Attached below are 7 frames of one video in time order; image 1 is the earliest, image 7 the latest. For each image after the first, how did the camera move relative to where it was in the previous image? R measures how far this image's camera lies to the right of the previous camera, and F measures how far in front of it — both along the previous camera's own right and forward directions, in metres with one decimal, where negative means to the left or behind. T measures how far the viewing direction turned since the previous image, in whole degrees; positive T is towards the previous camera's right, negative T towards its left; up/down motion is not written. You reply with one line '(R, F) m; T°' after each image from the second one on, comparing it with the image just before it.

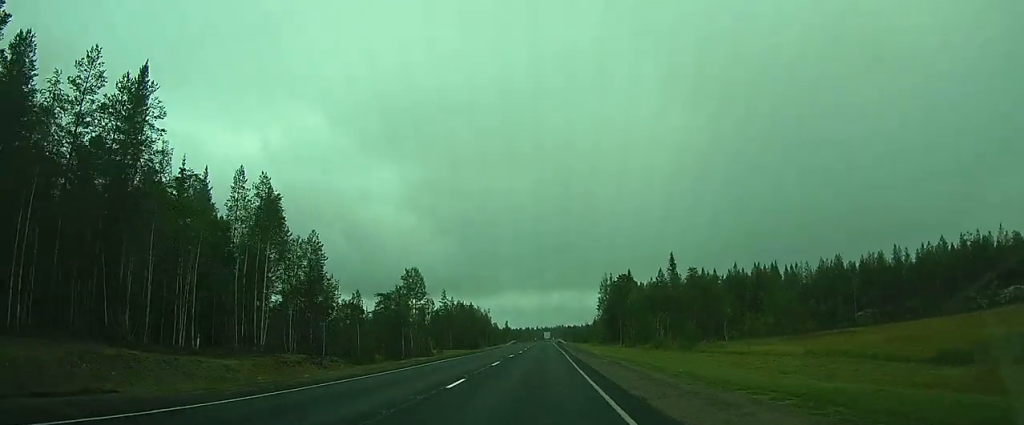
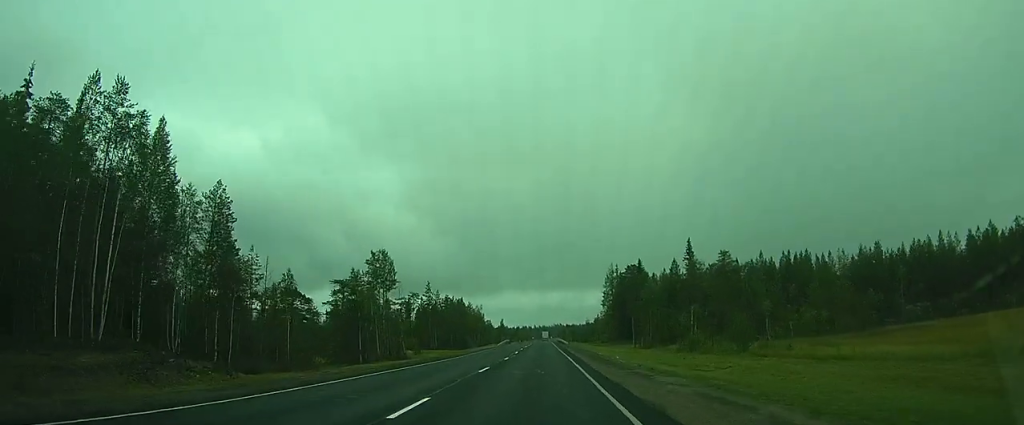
(0.0, +17.5) m; 0°
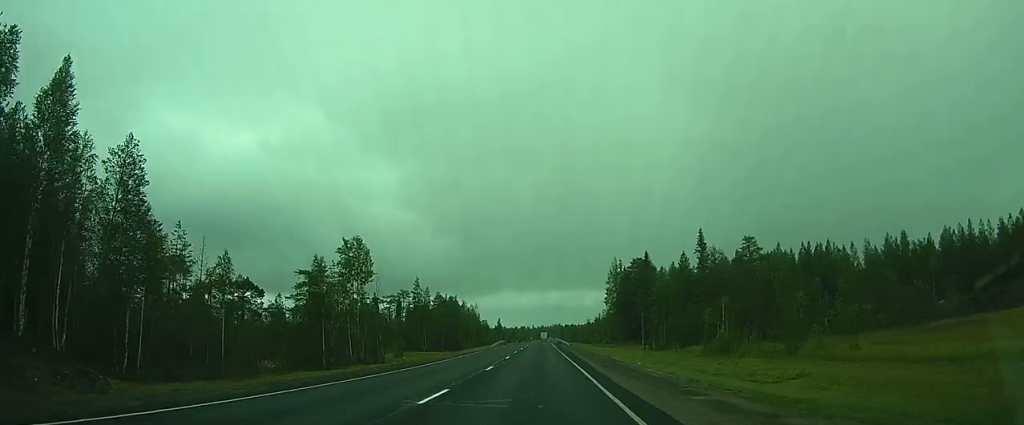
(0.0, +9.9) m; 0°
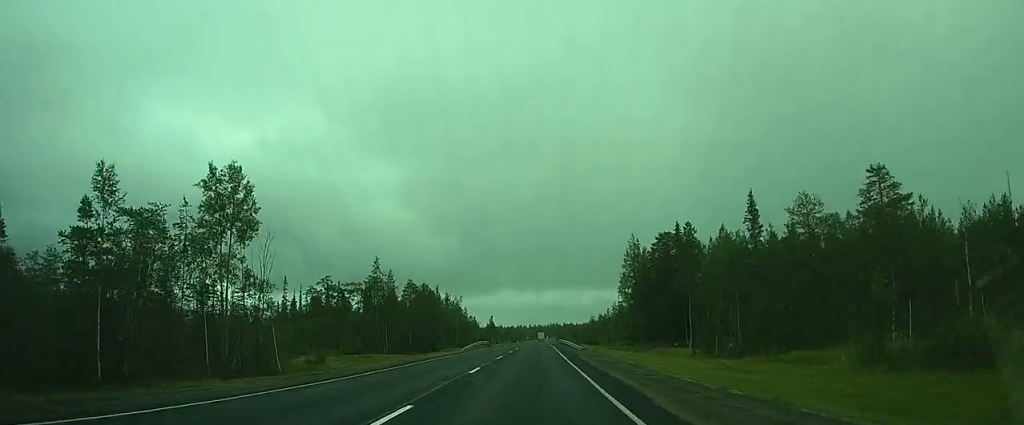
(+0.1, +27.4) m; +1°
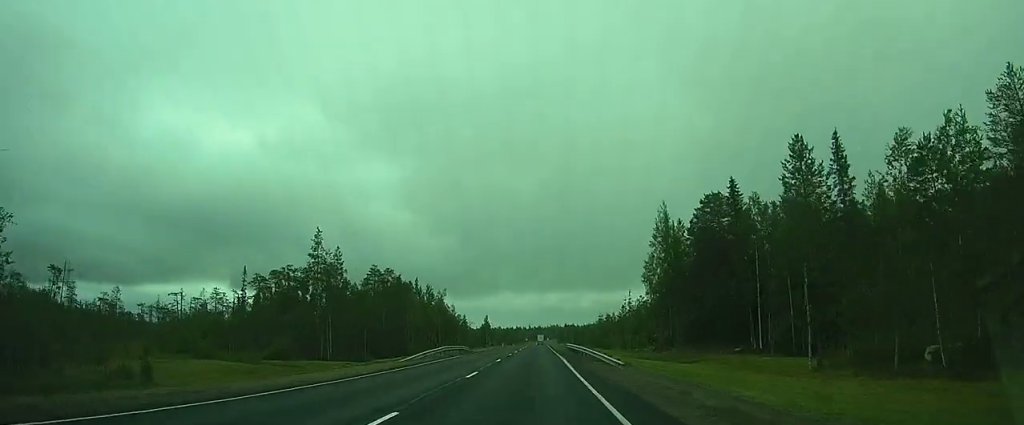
(+0.1, +24.5) m; +1°
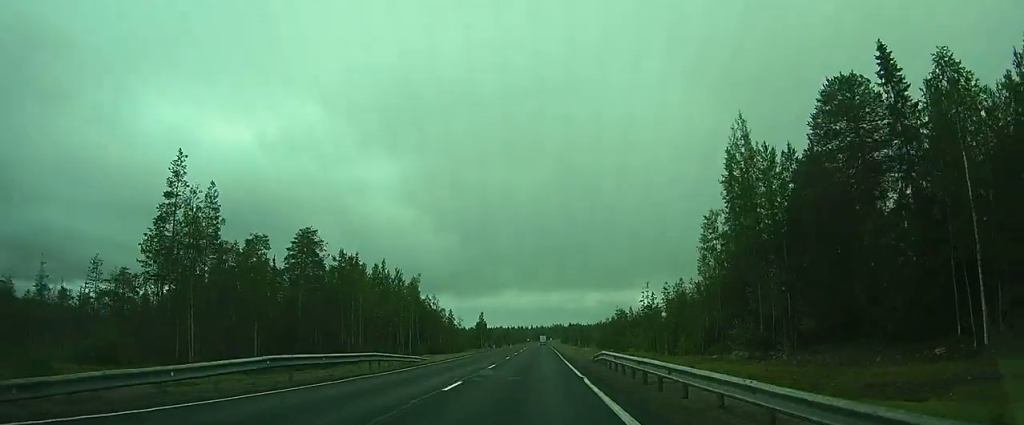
(+0.1, +28.8) m; 0°
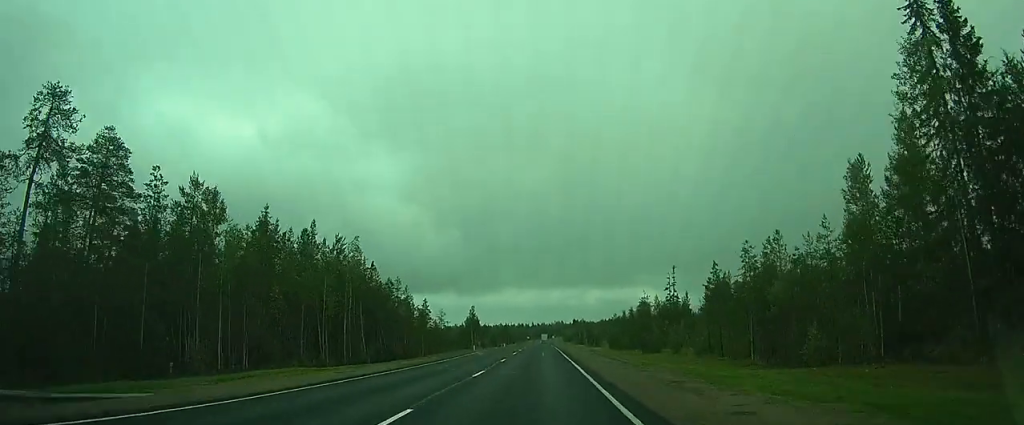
(0.0, +31.7) m; 0°
